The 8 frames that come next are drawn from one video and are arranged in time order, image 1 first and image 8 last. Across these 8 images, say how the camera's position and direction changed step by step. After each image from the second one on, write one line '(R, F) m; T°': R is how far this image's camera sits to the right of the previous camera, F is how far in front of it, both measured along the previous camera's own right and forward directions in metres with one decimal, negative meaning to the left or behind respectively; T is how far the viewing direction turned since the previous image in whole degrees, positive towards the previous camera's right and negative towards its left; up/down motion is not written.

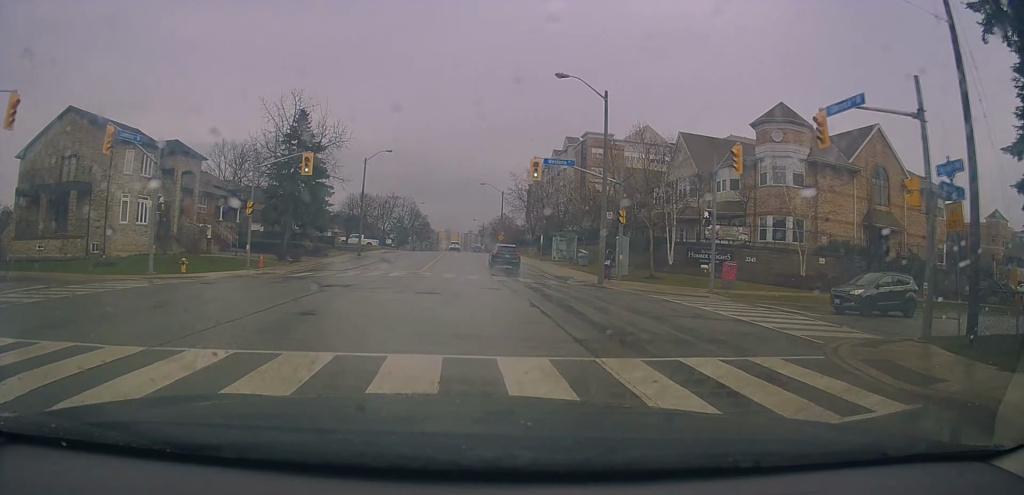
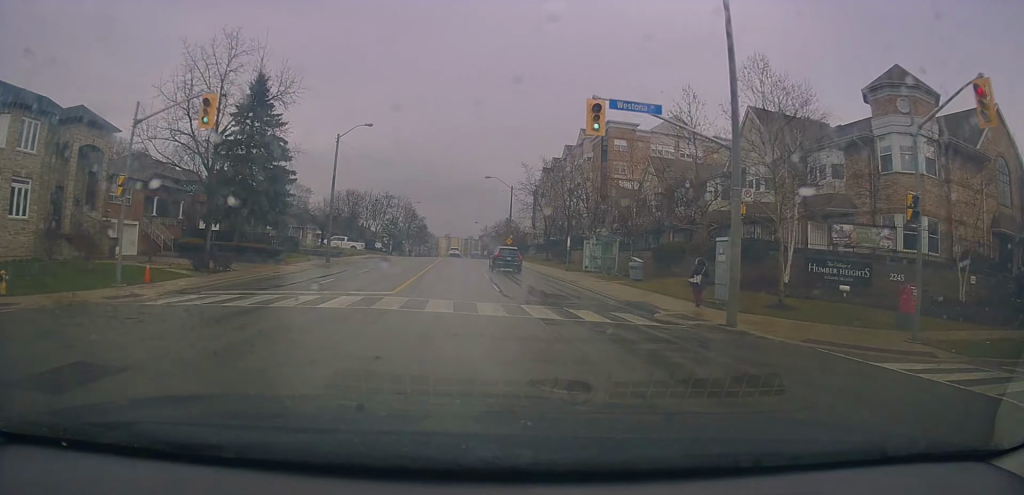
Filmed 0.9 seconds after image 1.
(0.0, +13.8) m; -1°
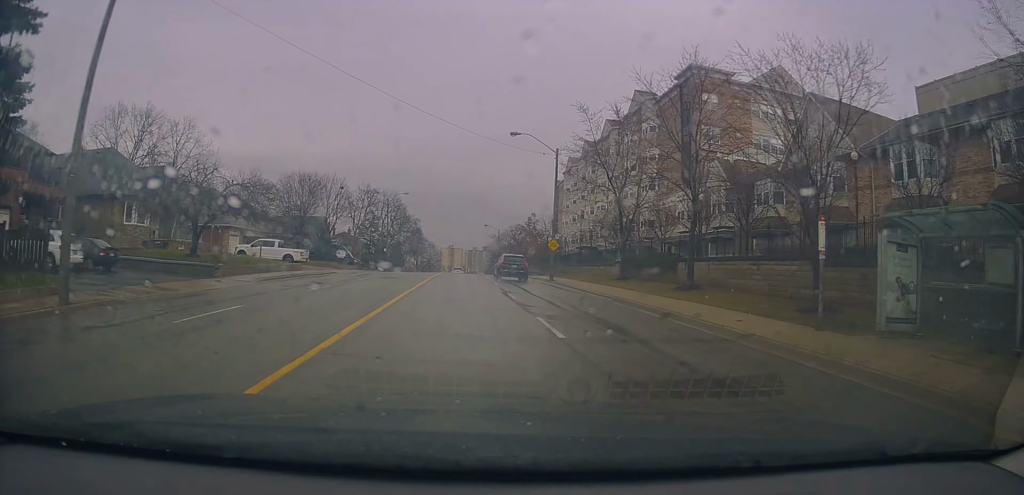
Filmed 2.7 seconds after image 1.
(-0.8, +28.6) m; -2°
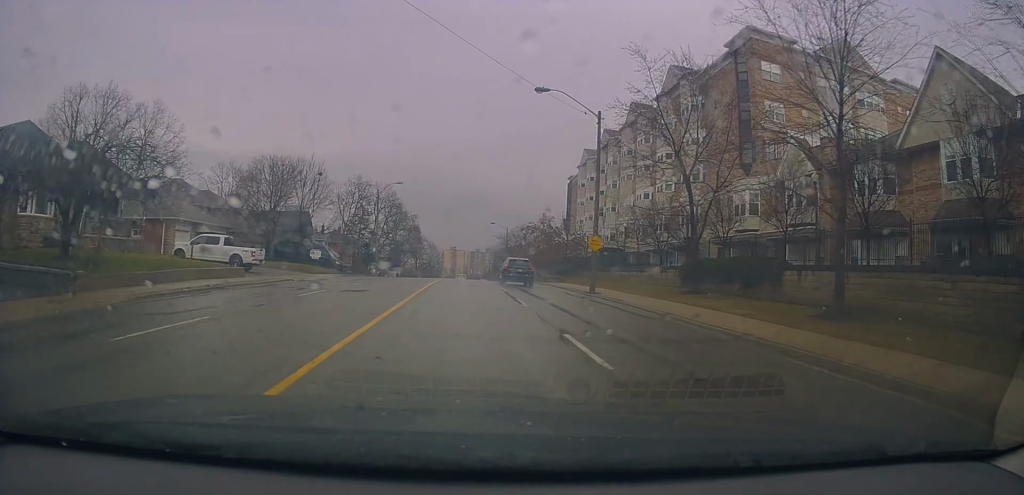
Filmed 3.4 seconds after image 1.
(-0.1, +11.5) m; +1°
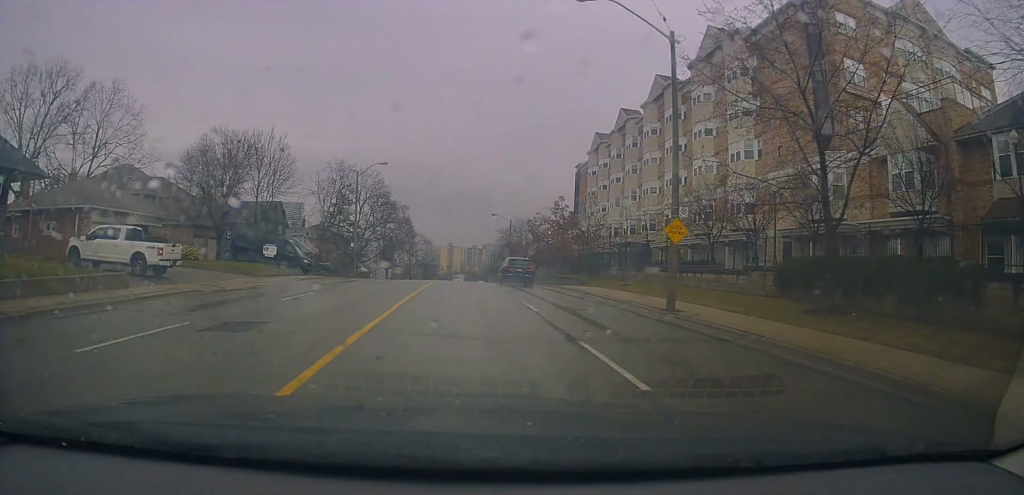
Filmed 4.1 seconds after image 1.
(+0.2, +9.4) m; +2°
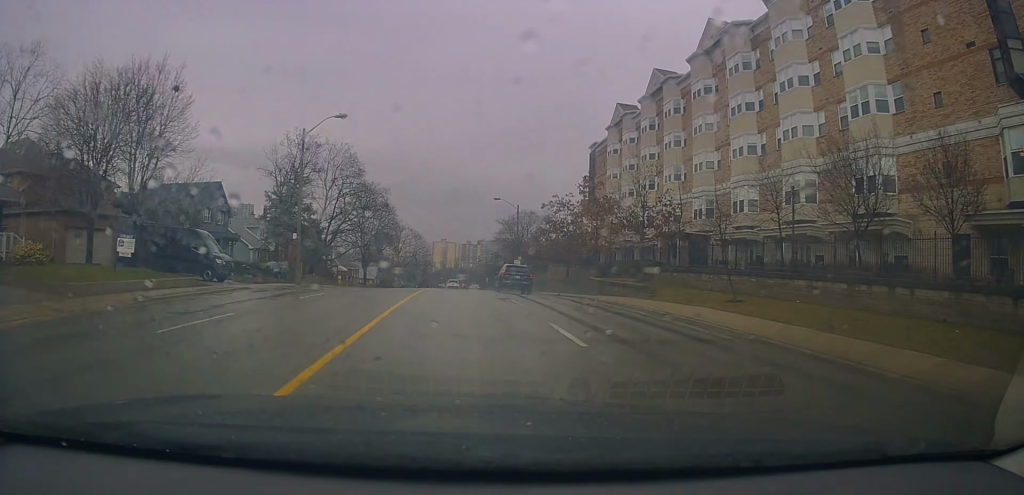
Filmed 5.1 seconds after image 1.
(+0.3, +14.2) m; +1°
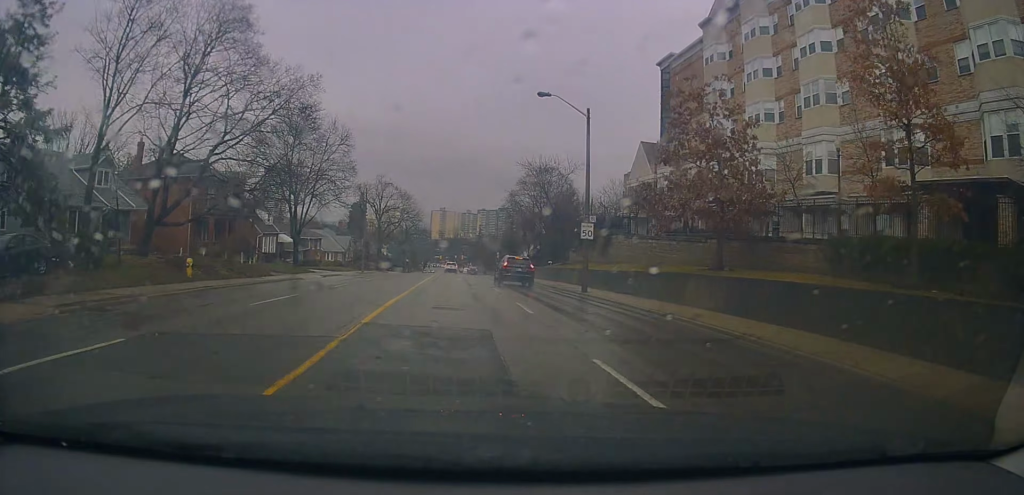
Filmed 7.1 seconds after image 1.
(-0.6, +29.9) m; -1°
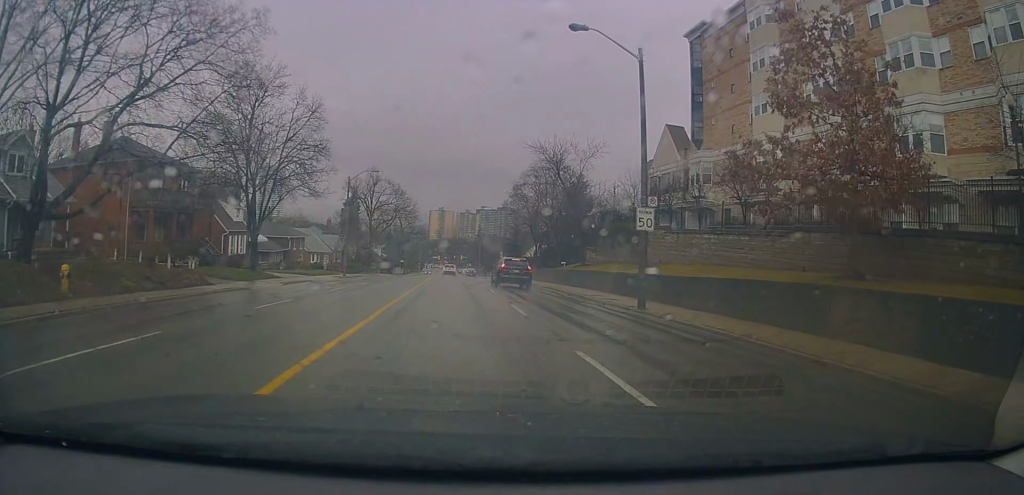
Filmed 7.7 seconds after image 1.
(0.0, +8.5) m; 0°
